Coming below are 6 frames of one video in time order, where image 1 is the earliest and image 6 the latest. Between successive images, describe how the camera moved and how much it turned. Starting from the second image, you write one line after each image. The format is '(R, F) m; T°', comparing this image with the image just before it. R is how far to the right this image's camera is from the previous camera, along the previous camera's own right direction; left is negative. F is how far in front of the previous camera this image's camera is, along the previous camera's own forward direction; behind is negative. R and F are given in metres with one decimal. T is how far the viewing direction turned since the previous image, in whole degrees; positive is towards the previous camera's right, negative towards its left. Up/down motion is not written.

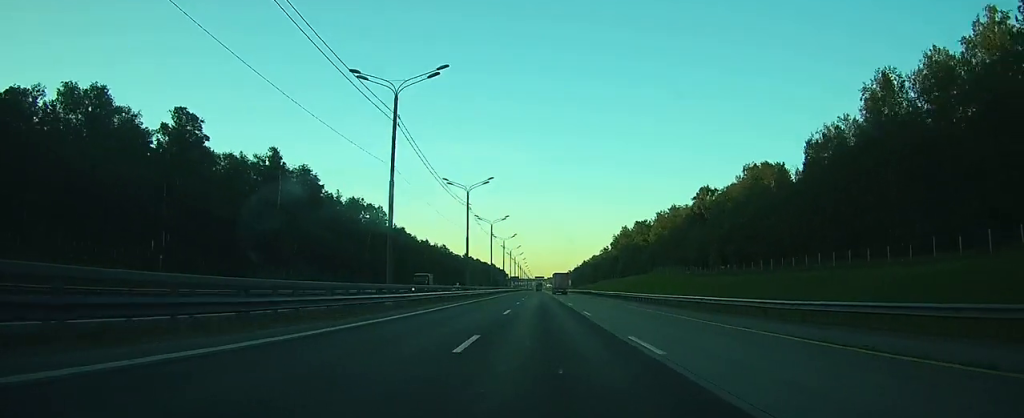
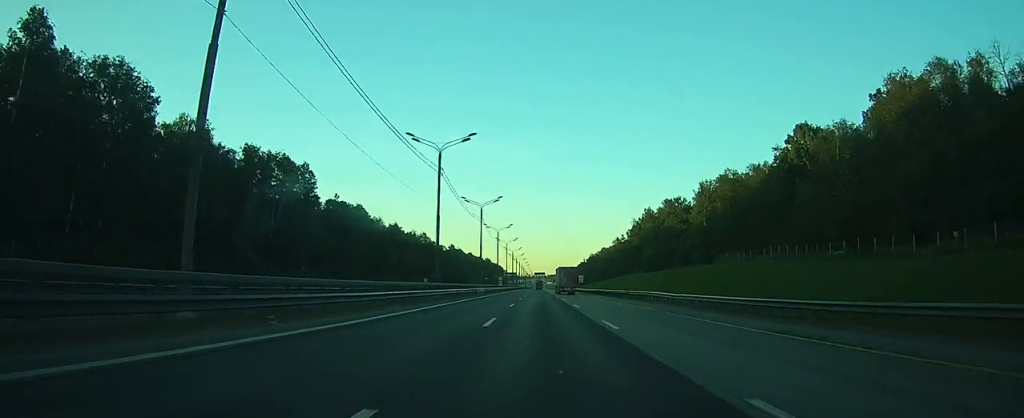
(-0.4, +57.0) m; -1°
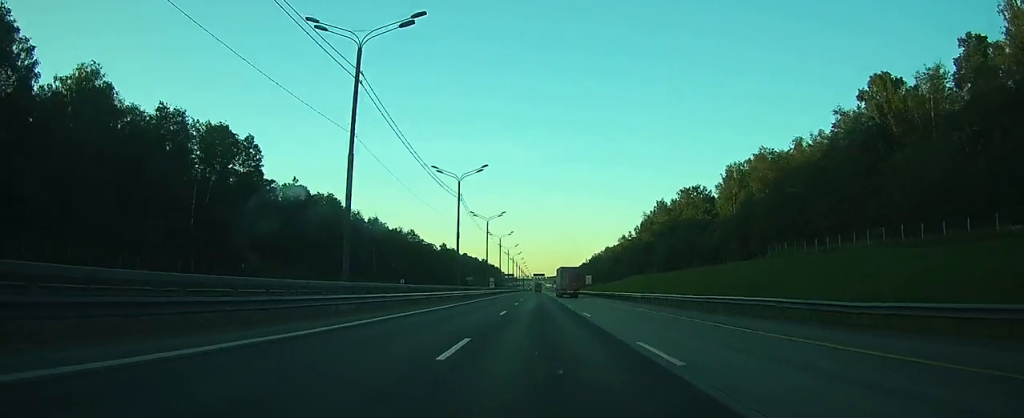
(0.0, +23.7) m; 0°
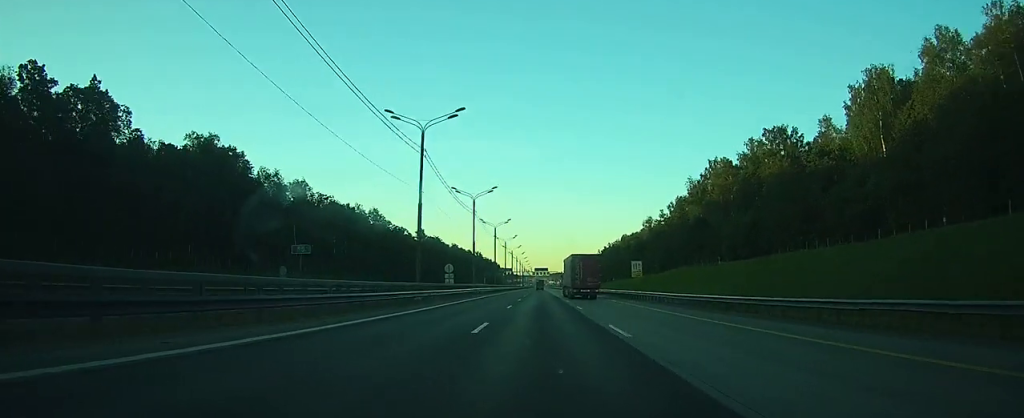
(+0.1, +58.0) m; 0°
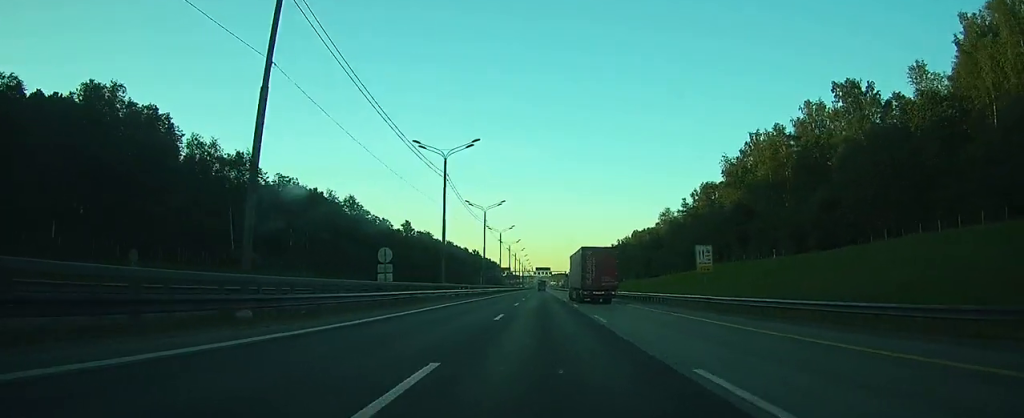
(0.0, +25.8) m; 0°
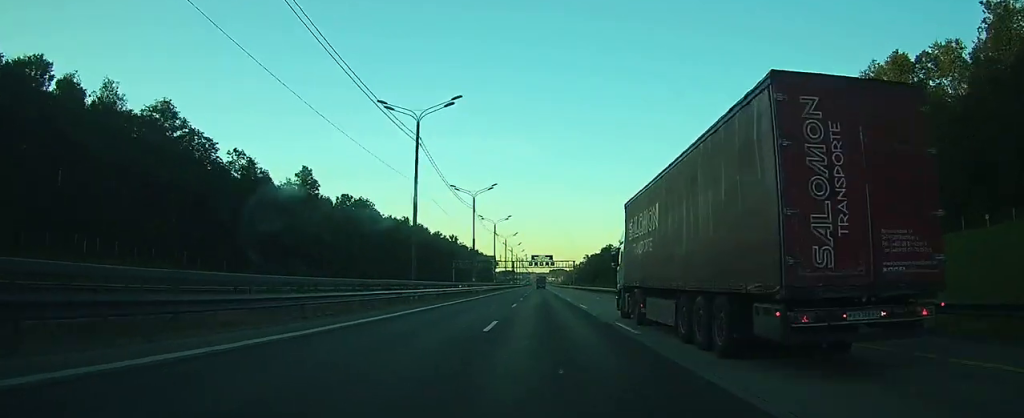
(-0.4, +85.4) m; 0°
